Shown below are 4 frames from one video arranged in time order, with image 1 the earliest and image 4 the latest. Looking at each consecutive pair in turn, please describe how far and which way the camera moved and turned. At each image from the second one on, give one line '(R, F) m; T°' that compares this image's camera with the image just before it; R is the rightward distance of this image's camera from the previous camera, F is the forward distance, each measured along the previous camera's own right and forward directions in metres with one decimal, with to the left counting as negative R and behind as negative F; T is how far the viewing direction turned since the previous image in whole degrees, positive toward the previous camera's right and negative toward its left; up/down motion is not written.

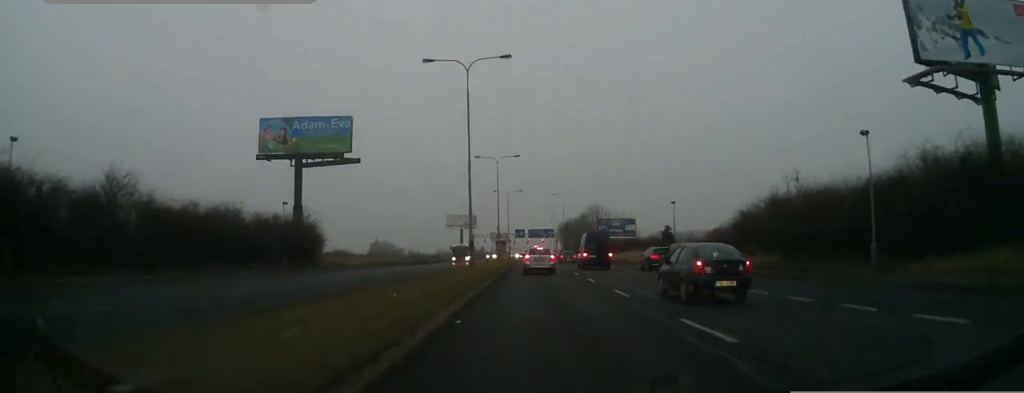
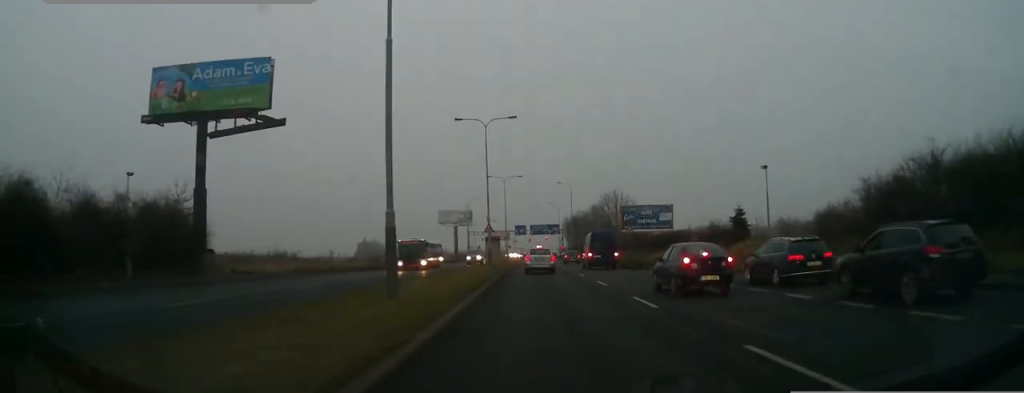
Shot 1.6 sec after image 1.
(+0.2, +21.1) m; +1°
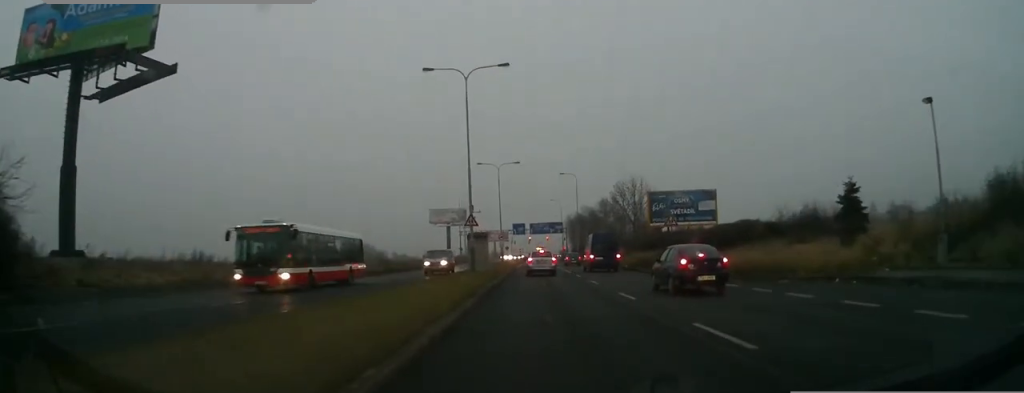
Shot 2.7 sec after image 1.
(0.0, +14.9) m; 0°
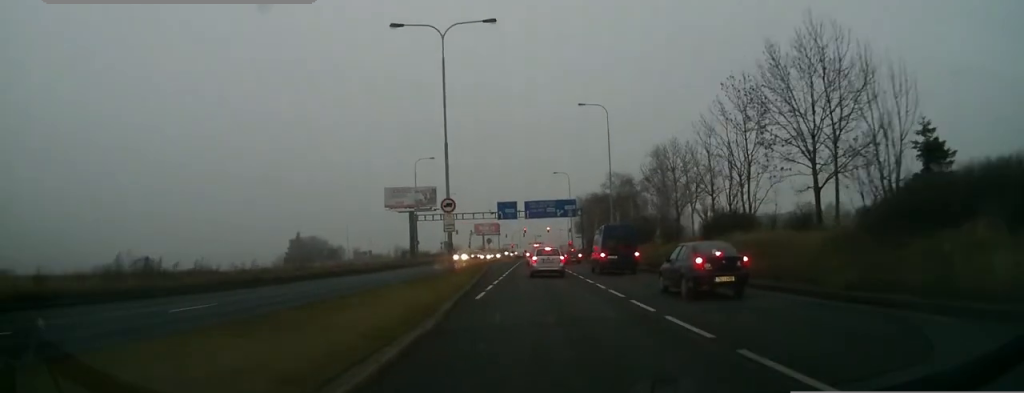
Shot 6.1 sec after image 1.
(-0.7, +44.7) m; 0°
